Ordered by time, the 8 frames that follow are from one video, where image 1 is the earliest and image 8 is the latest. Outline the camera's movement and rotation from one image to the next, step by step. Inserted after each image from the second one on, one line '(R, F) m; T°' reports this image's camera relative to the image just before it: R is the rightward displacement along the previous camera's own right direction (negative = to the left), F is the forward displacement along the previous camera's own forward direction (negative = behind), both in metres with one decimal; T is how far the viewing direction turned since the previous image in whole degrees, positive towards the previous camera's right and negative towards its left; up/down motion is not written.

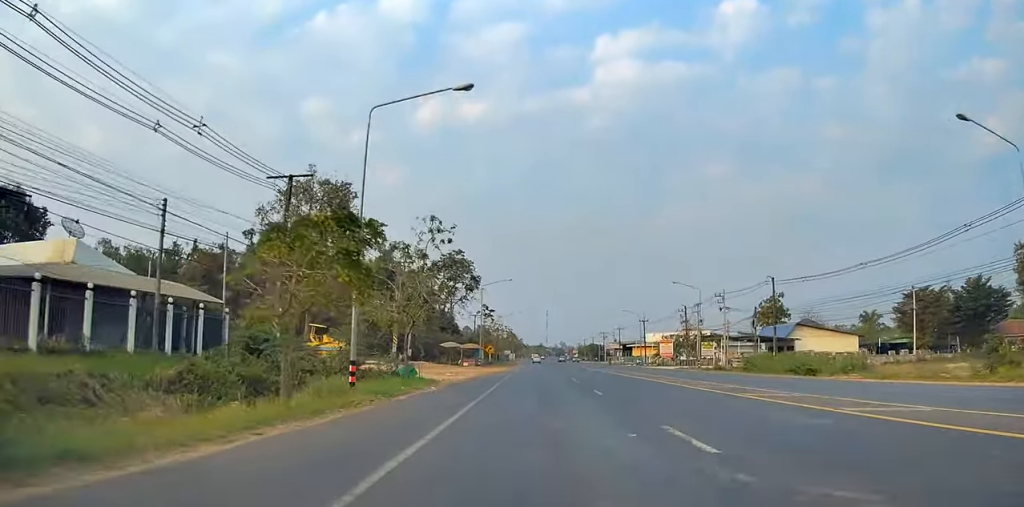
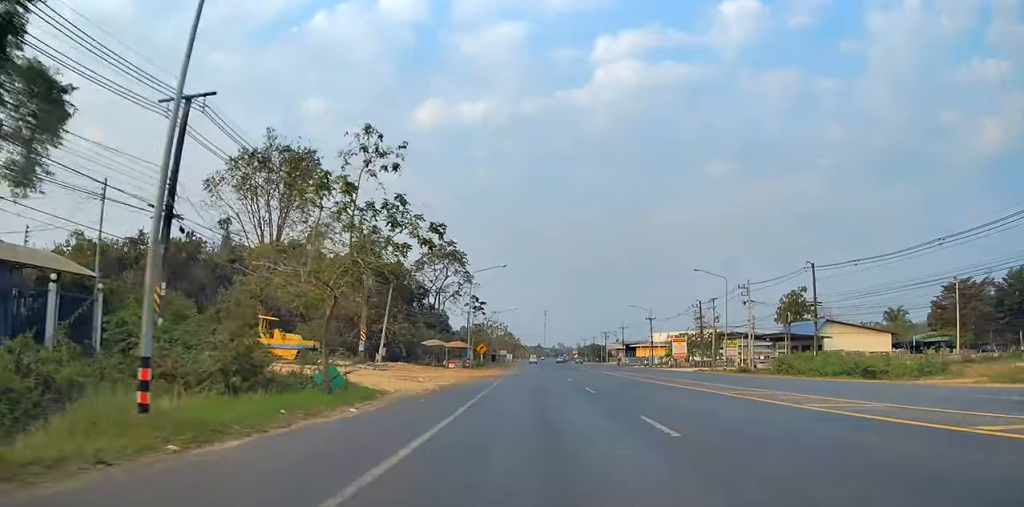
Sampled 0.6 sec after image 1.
(-0.4, +10.4) m; +1°
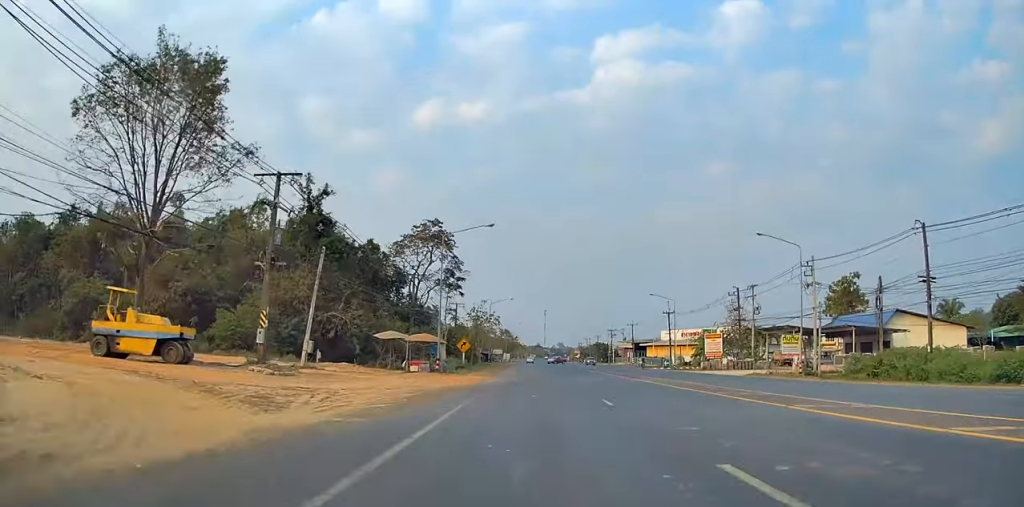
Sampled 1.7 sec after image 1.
(+0.8, +18.4) m; +2°
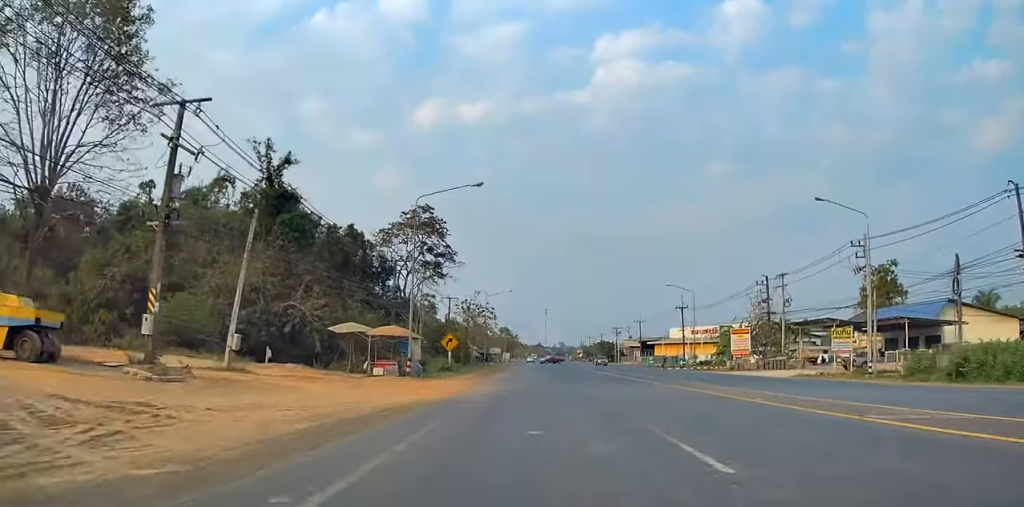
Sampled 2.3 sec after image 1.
(-0.2, +9.4) m; -1°
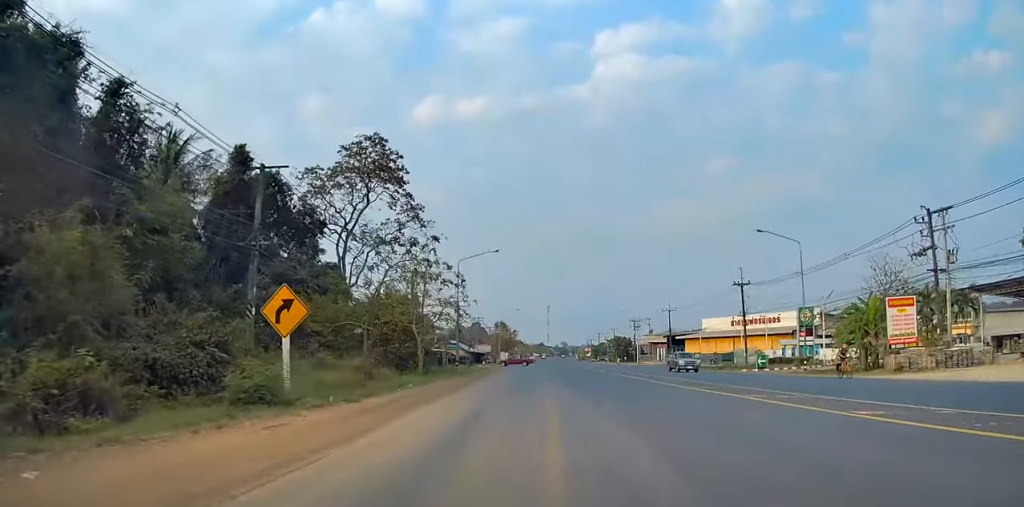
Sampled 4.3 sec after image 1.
(-0.3, +30.8) m; 0°
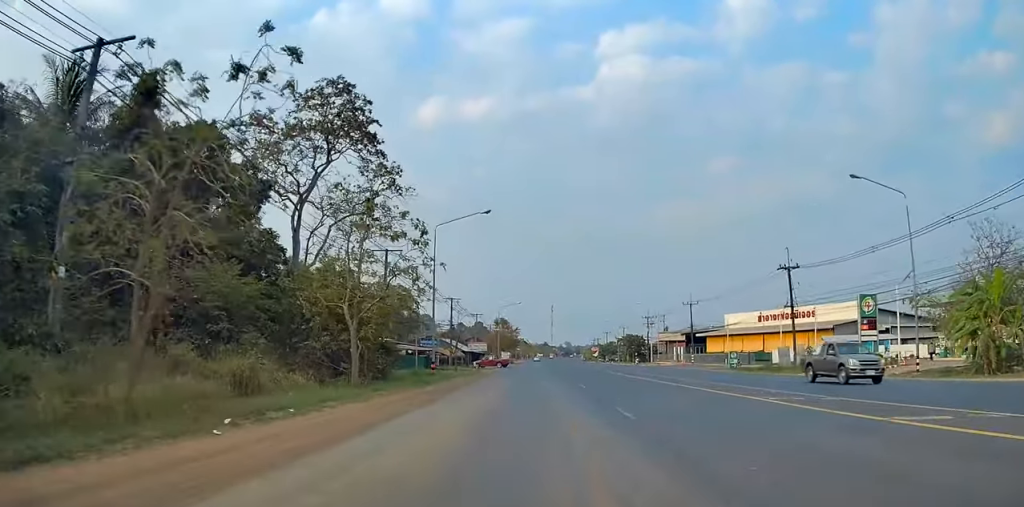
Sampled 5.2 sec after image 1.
(+0.1, +14.0) m; +1°
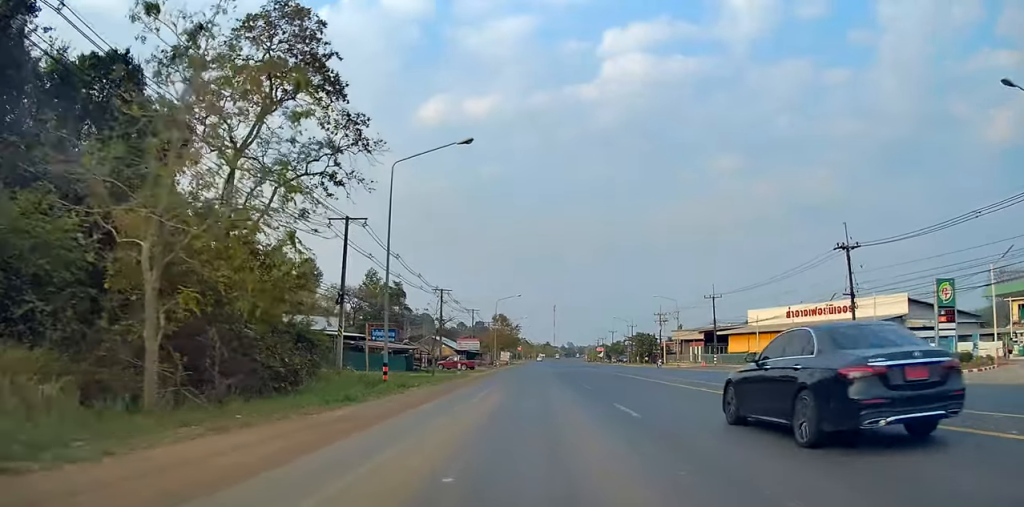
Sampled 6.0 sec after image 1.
(+0.1, +12.4) m; 0°
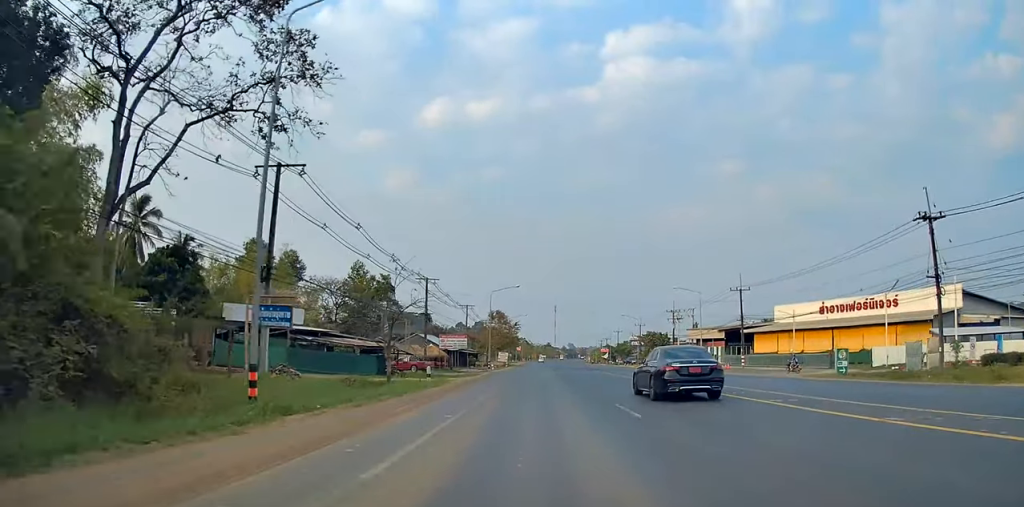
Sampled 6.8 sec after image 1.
(0.0, +12.5) m; -1°
